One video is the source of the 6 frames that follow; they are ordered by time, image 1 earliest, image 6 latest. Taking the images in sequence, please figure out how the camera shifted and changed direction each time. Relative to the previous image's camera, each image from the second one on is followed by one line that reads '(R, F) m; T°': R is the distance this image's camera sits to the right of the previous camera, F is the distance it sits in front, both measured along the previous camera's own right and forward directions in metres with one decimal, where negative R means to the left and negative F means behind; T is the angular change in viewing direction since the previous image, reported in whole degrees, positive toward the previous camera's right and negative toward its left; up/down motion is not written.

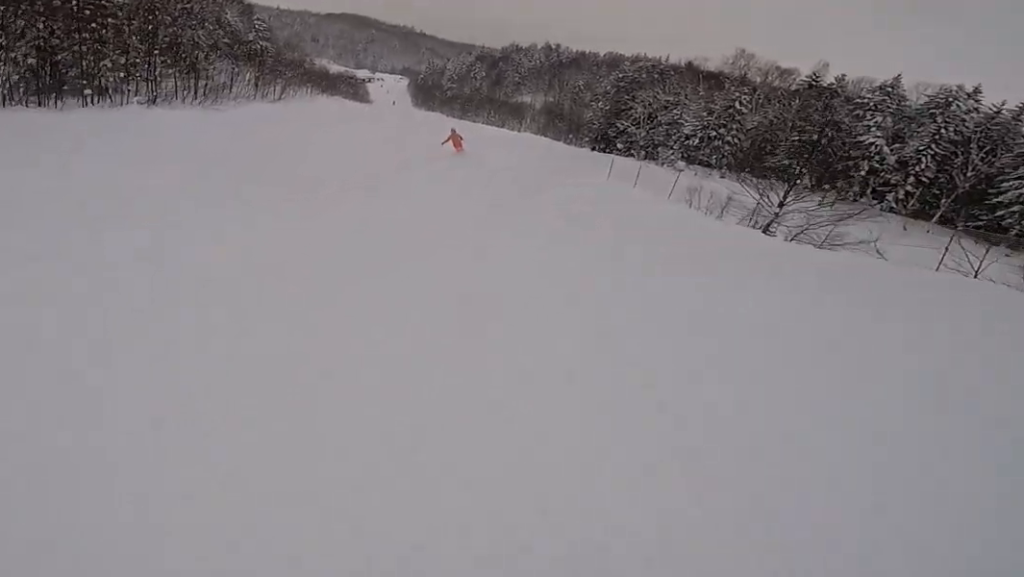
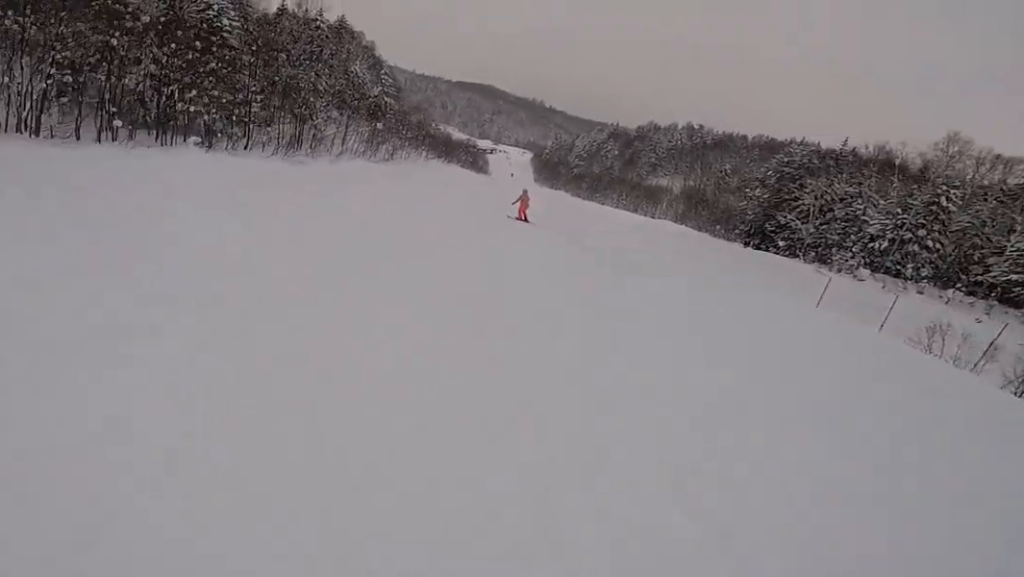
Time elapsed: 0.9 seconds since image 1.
(-0.8, +8.5) m; -9°
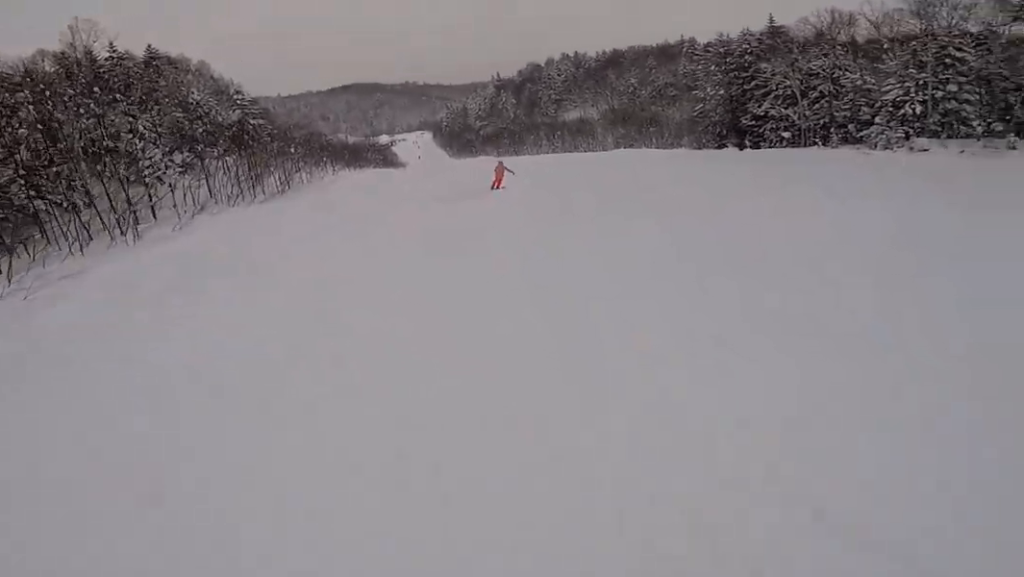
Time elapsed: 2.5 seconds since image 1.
(-0.1, +17.0) m; +9°
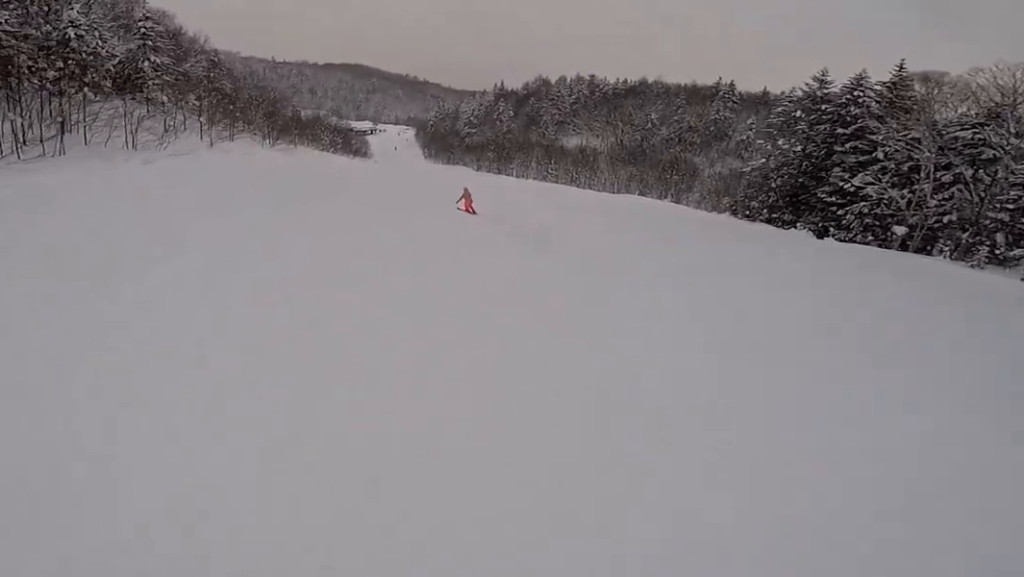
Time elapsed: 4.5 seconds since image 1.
(+2.8, +20.6) m; +3°
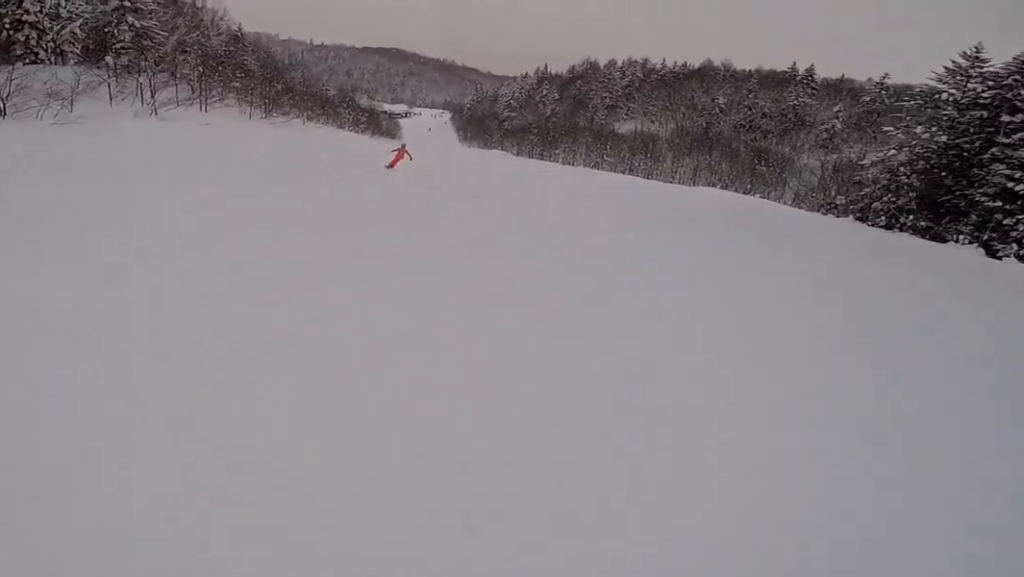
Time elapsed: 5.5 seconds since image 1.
(-0.9, +10.3) m; -6°
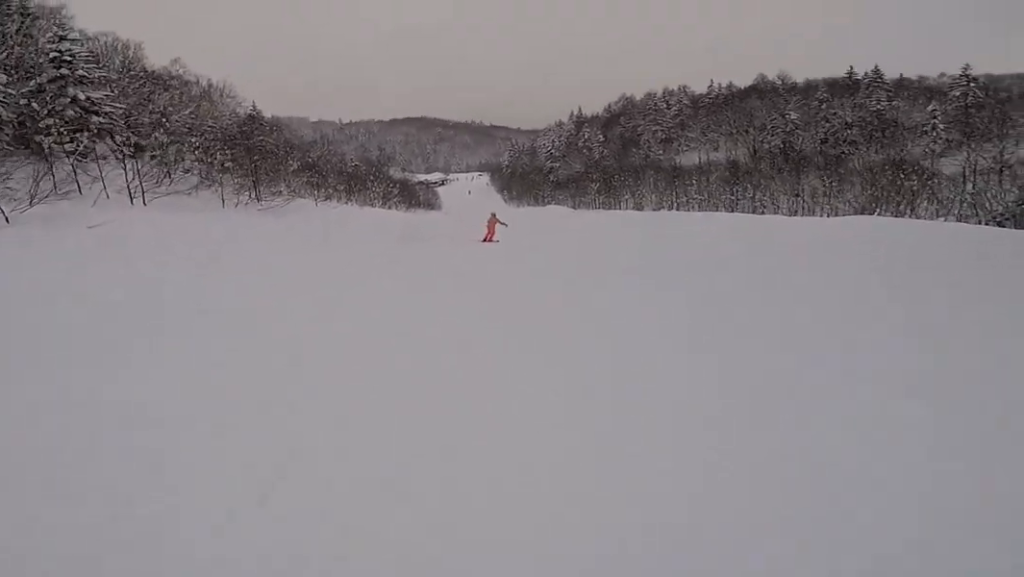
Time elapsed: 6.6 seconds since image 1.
(-0.3, +12.8) m; +4°
